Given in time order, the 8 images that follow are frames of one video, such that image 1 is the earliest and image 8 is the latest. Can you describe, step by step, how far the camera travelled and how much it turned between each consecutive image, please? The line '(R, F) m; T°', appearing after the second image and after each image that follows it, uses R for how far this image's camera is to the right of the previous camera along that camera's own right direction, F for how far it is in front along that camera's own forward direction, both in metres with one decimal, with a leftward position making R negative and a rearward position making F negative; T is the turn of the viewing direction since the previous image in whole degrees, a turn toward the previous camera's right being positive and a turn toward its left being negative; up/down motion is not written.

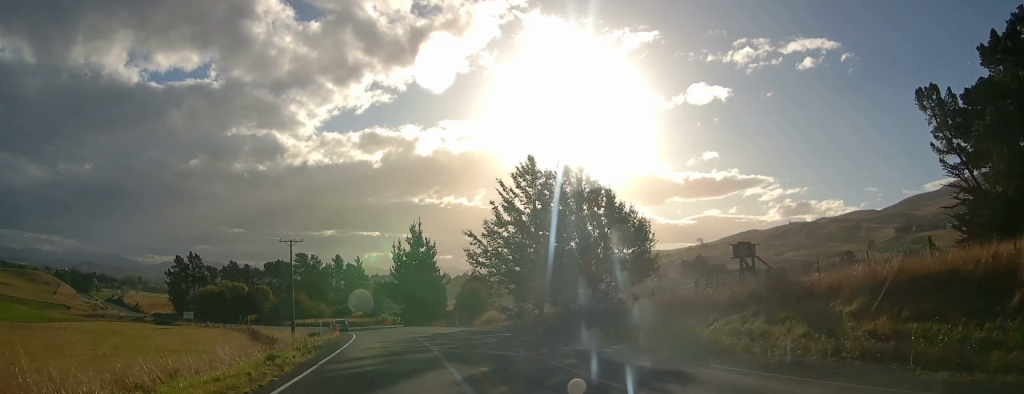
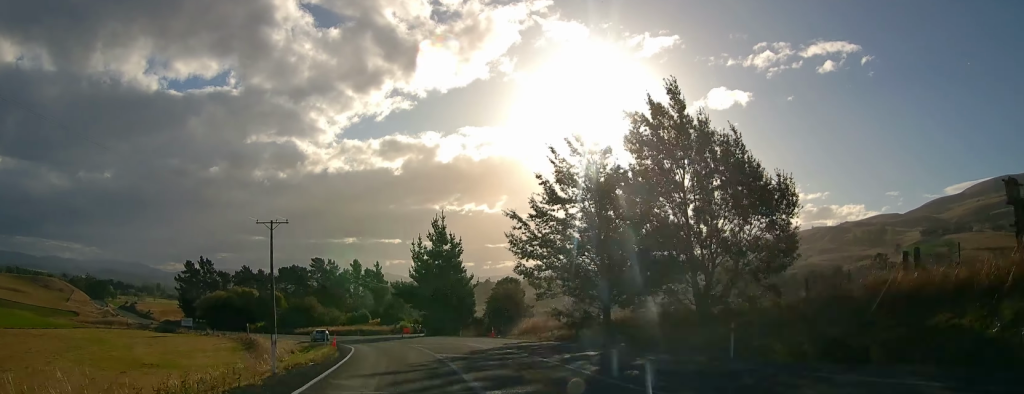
(+0.1, +14.6) m; -1°
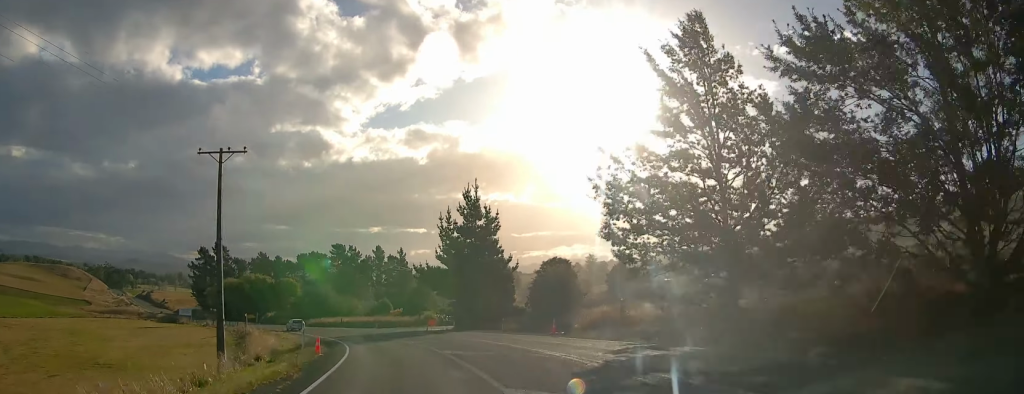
(-0.2, +15.7) m; -2°
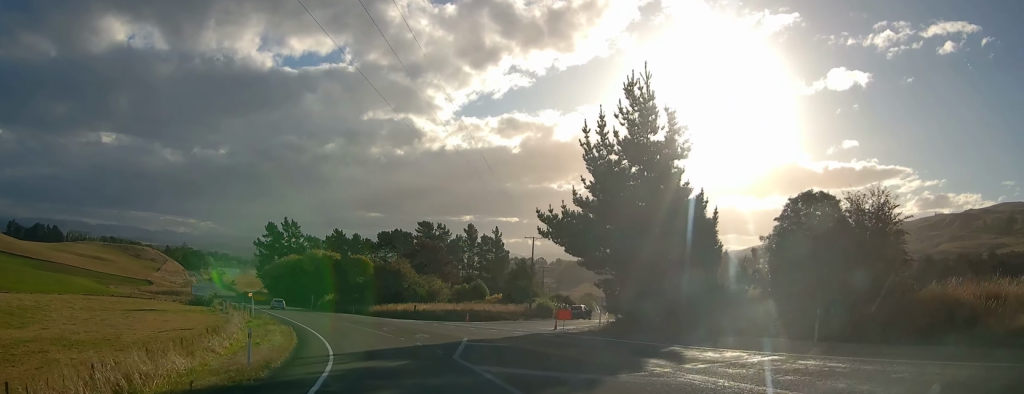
(-2.8, +36.7) m; -9°
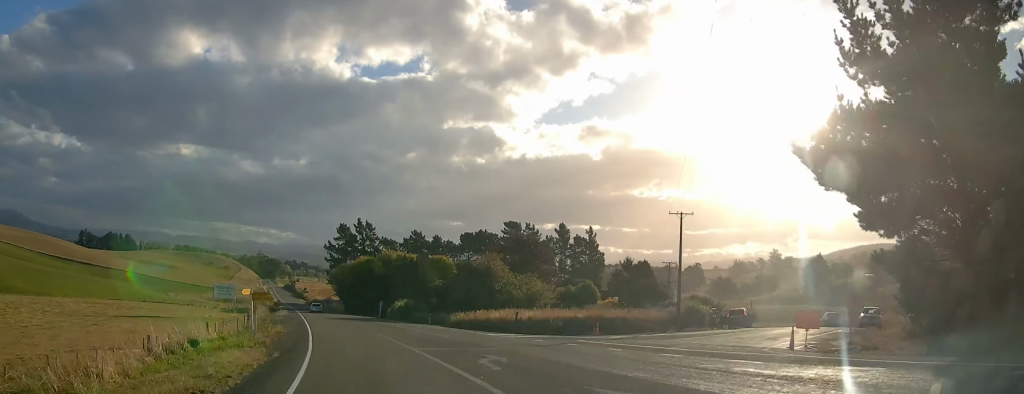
(-0.9, +23.0) m; -6°
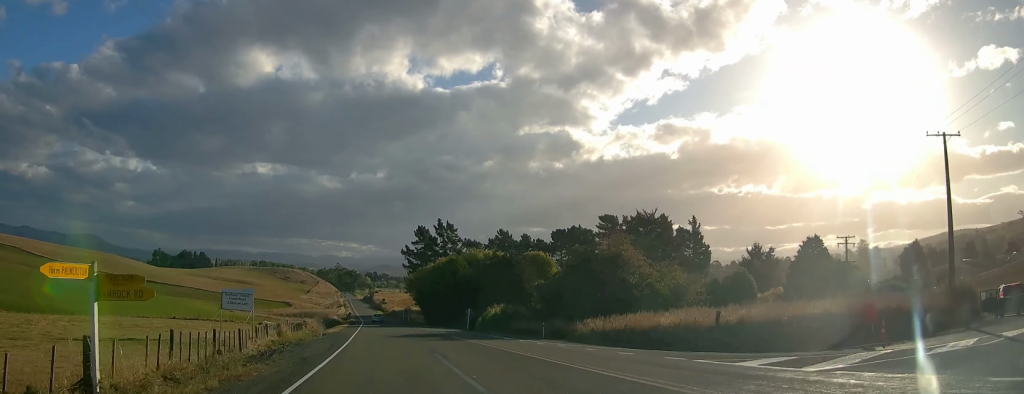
(-1.7, +22.7) m; -6°
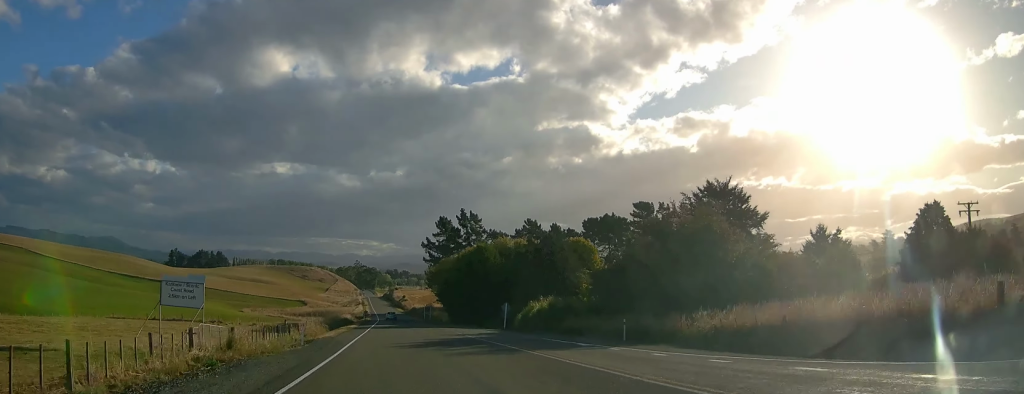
(-0.1, +14.9) m; -2°
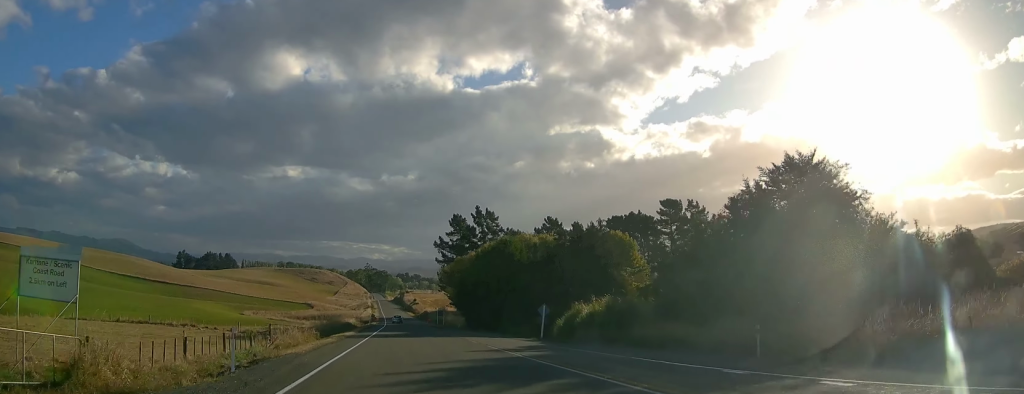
(-0.3, +13.1) m; -2°
